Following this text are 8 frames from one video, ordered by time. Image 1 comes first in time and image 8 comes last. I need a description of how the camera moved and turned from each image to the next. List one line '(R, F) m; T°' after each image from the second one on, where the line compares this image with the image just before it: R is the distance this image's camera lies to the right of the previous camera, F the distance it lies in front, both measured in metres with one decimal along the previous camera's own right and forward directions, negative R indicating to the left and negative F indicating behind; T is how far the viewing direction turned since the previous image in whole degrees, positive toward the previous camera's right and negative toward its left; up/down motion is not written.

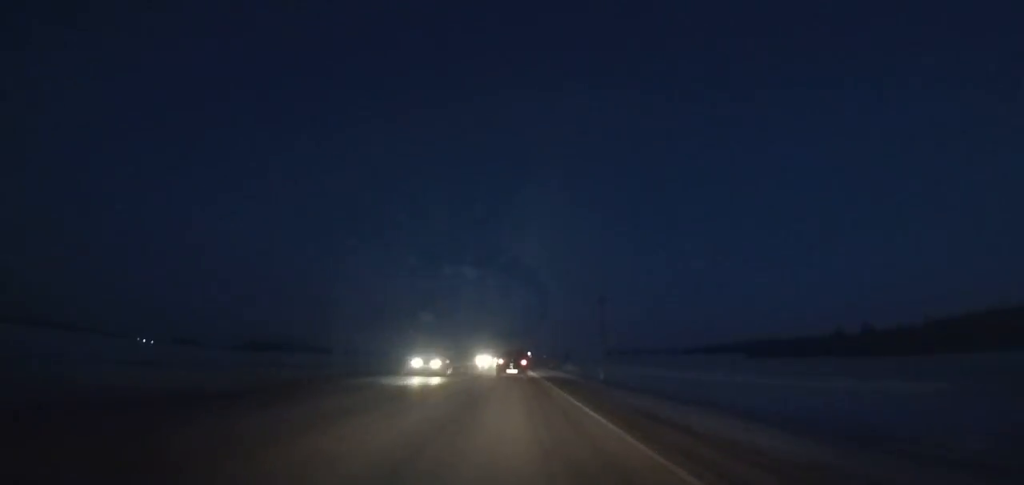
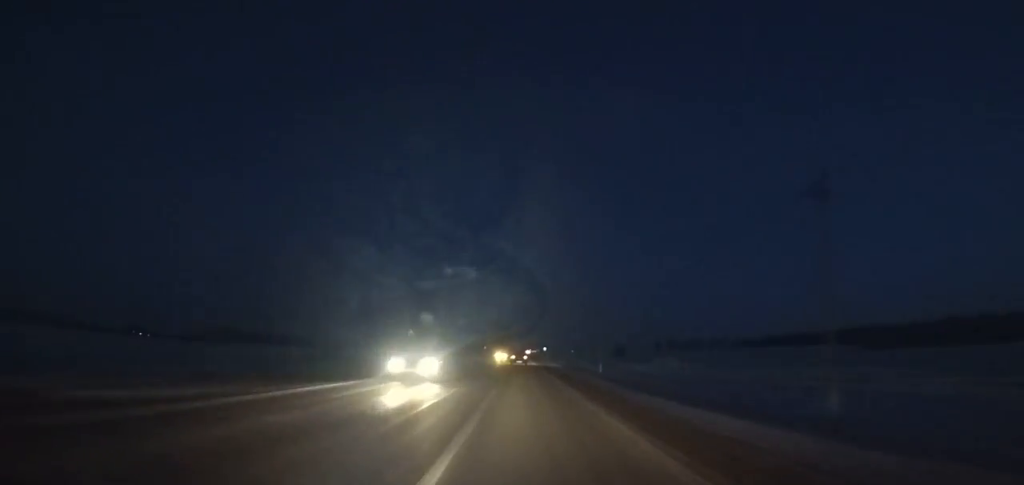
(-1.7, +160.9) m; 0°
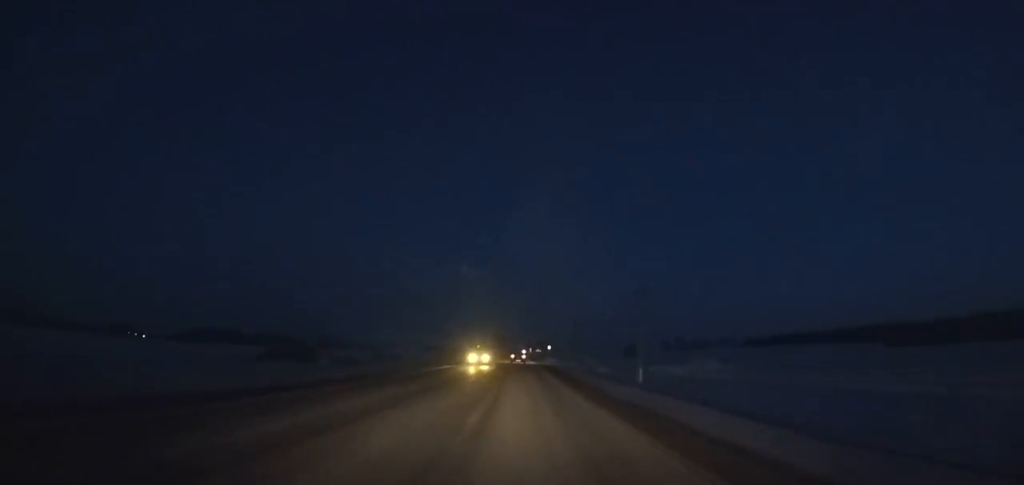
(0.0, +27.0) m; 0°
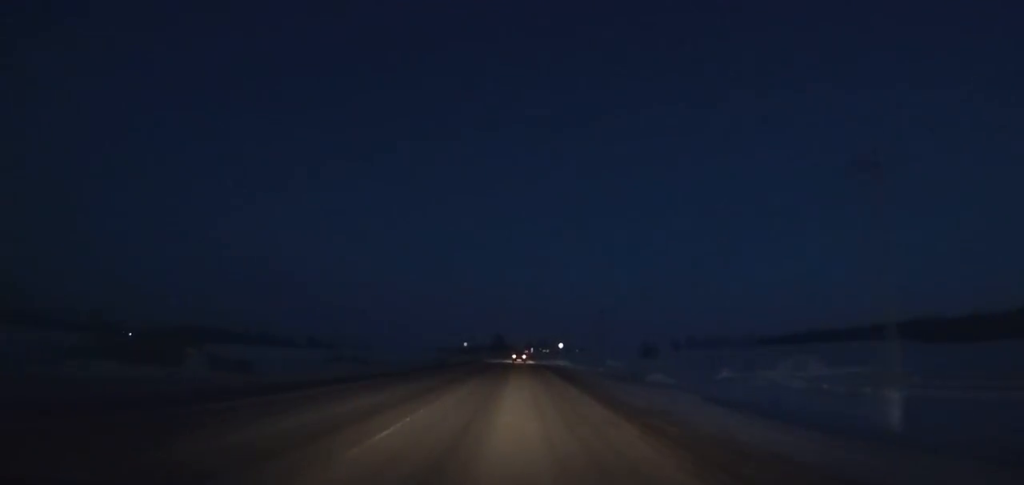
(0.0, +37.3) m; 0°
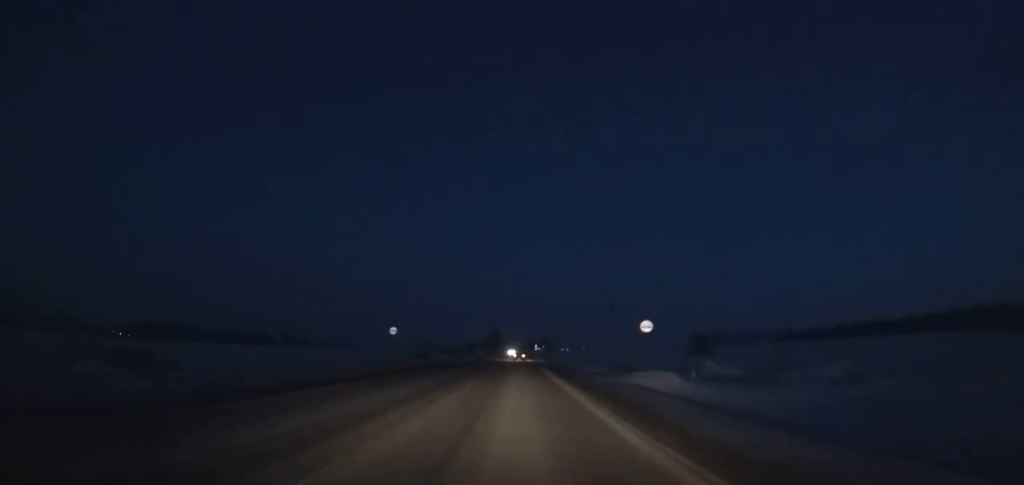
(0.0, +66.2) m; 0°
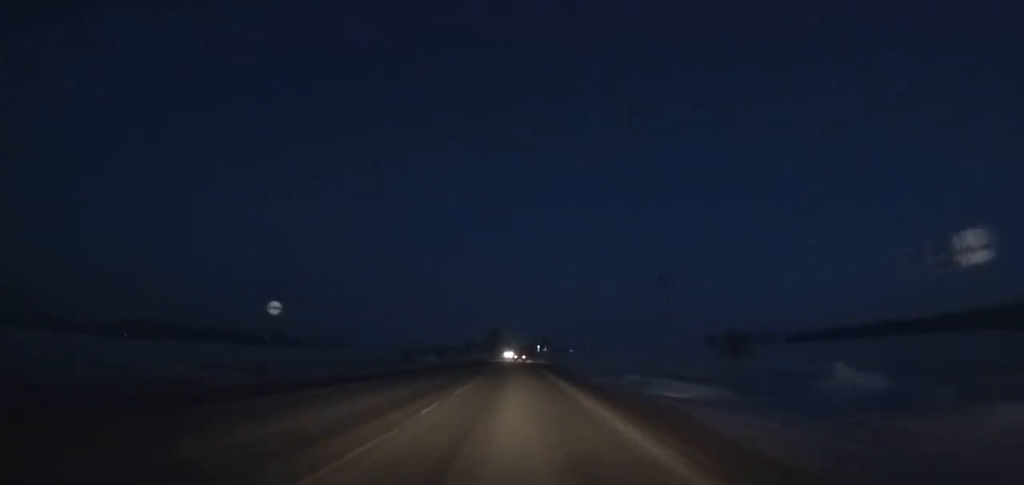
(0.0, +24.7) m; 0°
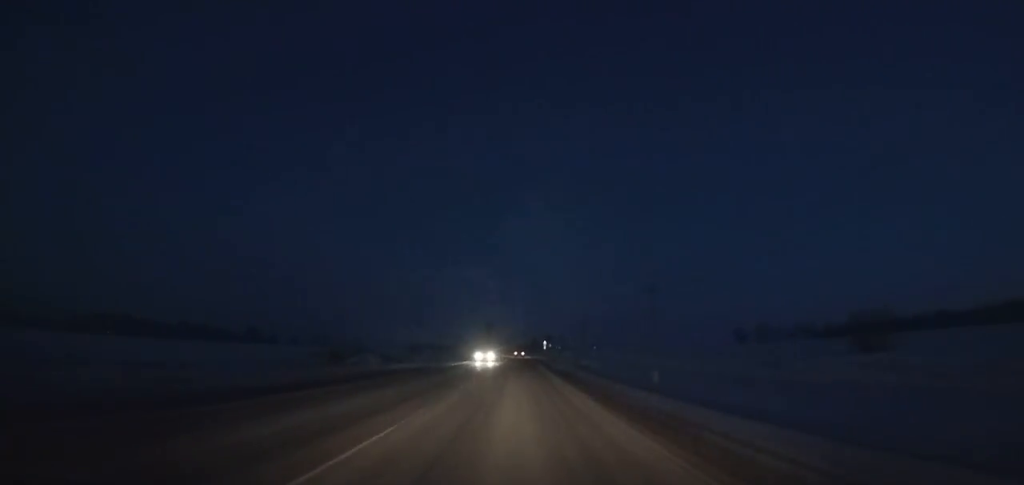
(0.0, +55.0) m; 0°
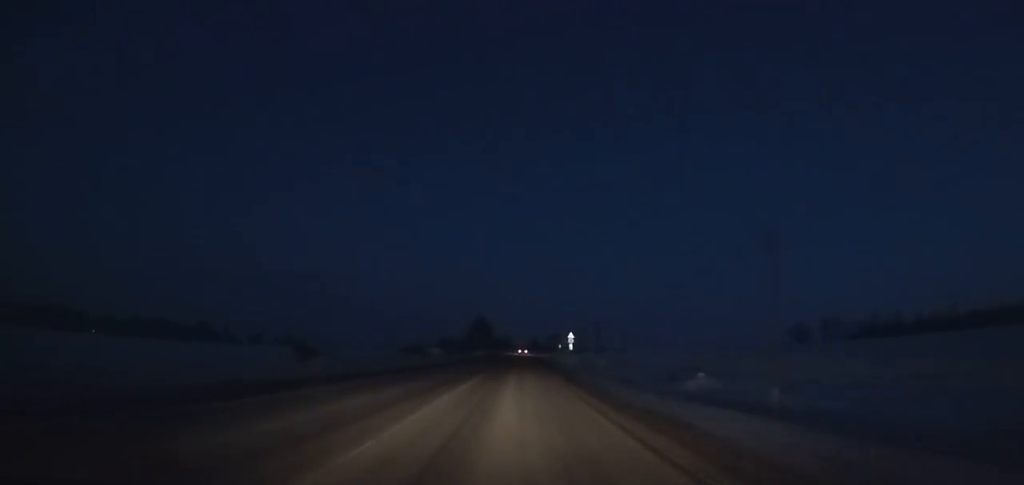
(+0.2, +78.3) m; 0°
